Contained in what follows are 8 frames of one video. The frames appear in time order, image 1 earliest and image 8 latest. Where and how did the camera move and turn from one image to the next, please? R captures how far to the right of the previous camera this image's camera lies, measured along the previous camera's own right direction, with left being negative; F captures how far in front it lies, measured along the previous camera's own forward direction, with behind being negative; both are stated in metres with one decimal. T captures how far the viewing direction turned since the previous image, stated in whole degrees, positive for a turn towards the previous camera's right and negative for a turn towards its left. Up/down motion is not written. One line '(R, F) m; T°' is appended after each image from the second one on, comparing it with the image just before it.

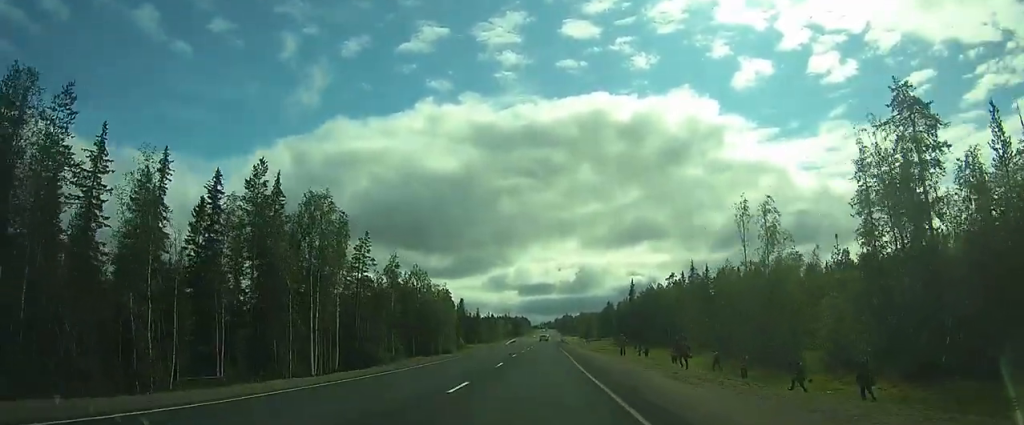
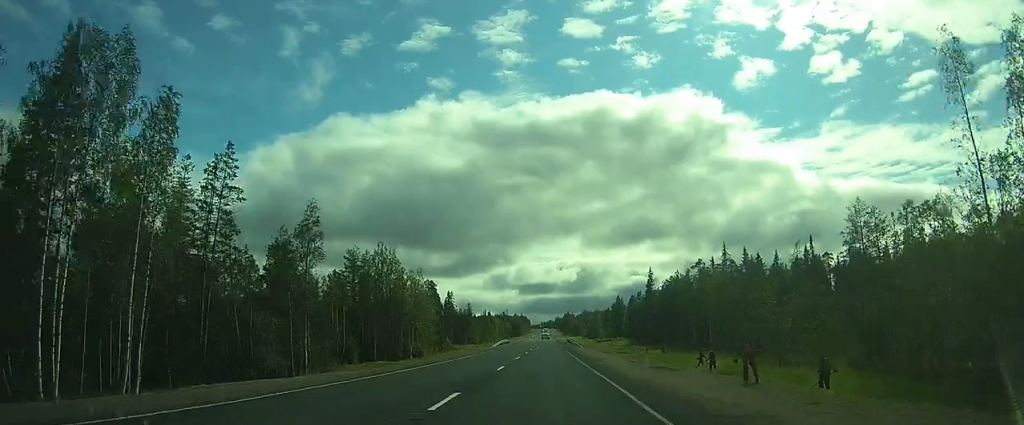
(-0.1, +26.7) m; -1°
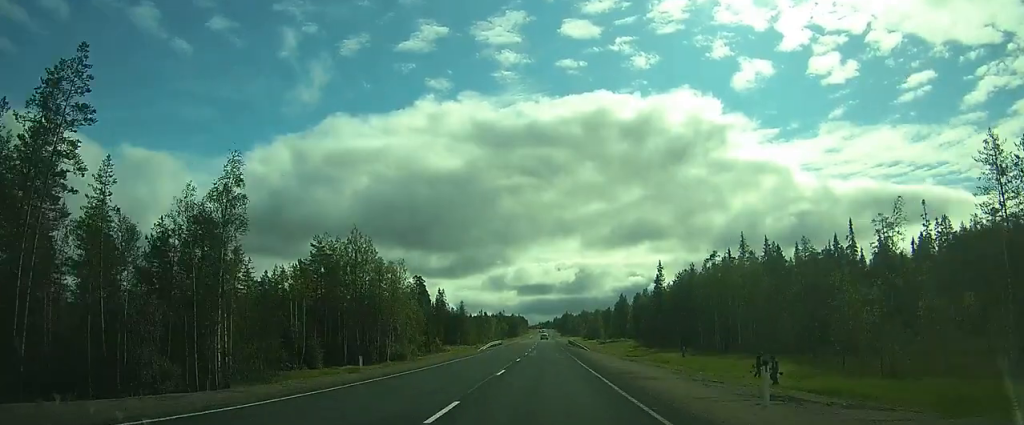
(-0.1, +12.7) m; -1°
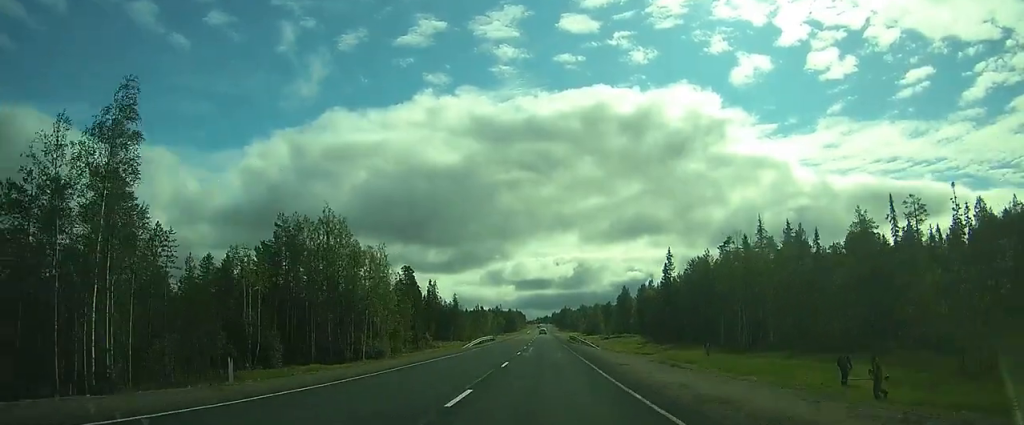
(0.0, +10.5) m; -1°
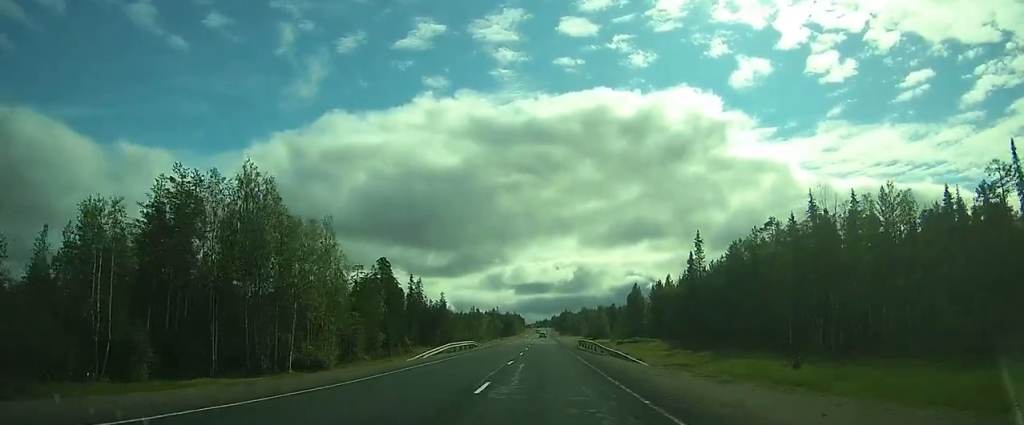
(-0.4, +20.9) m; 0°
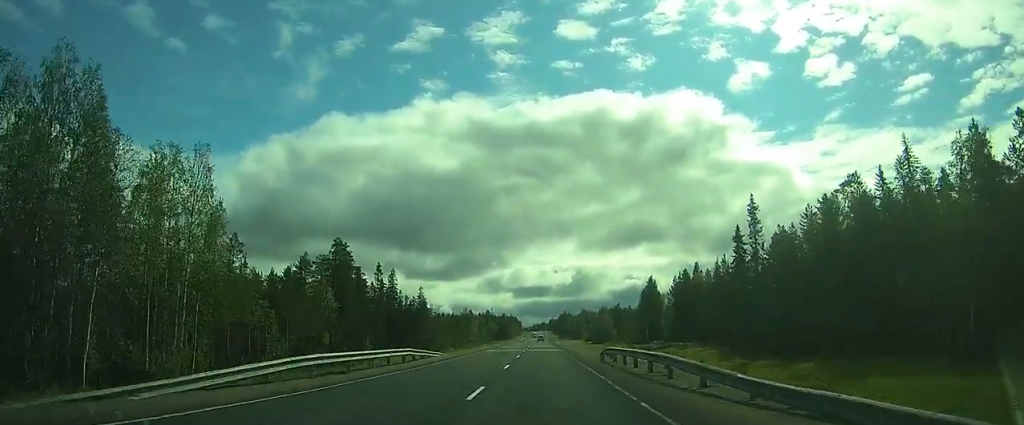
(+0.6, +24.5) m; +3°
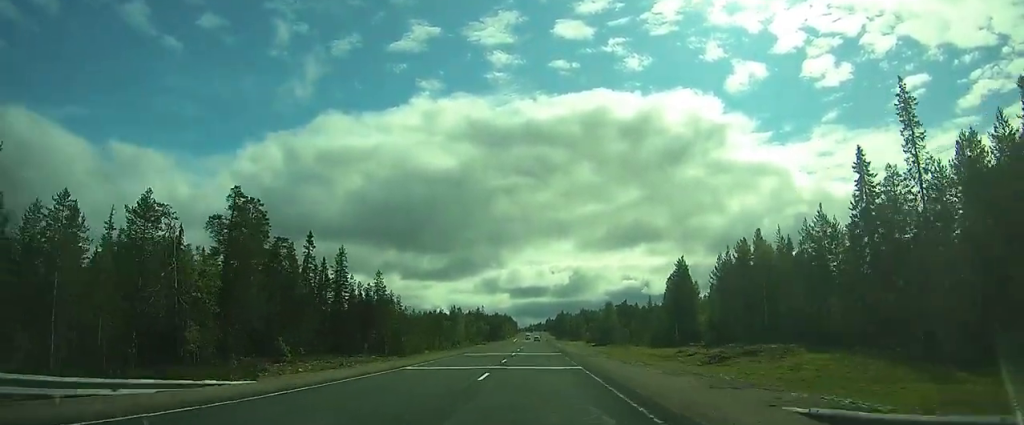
(+0.4, +30.3) m; 0°
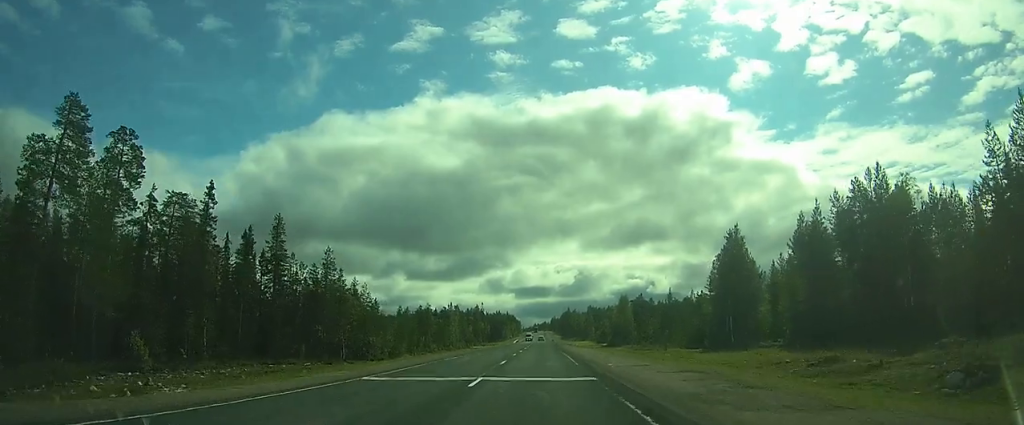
(-0.4, +25.0) m; -1°
